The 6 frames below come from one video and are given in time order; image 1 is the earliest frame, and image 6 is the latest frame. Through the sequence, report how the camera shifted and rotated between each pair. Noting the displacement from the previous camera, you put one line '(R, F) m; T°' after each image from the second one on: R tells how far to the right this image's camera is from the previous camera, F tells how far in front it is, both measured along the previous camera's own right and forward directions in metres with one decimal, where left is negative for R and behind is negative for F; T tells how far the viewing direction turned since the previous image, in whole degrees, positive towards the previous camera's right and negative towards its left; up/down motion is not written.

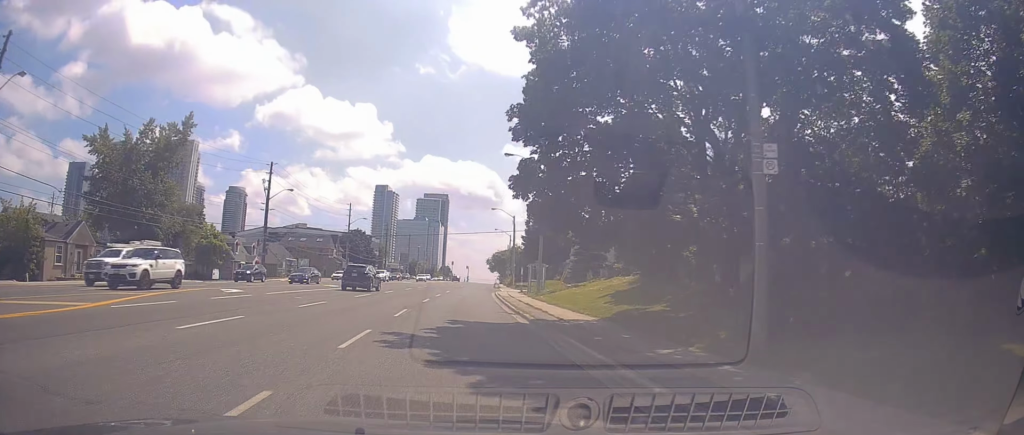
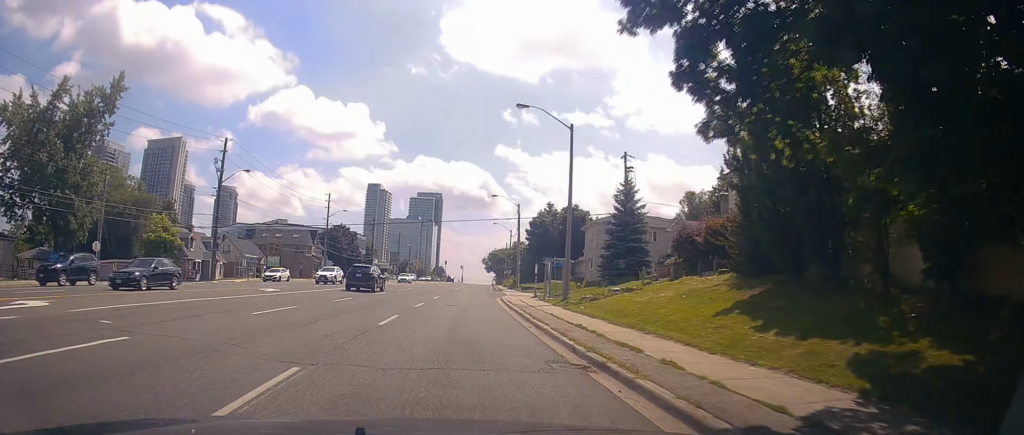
(-0.2, +13.2) m; 0°
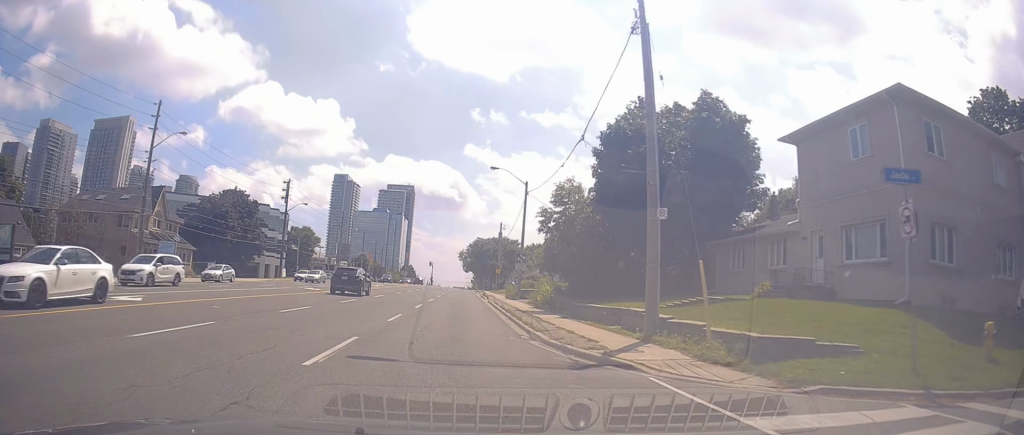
(+2.4, +52.4) m; +5°
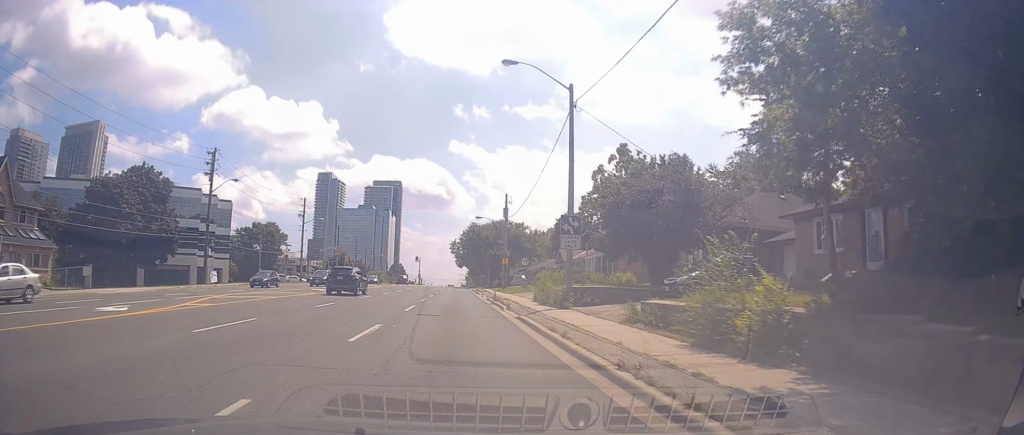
(-0.5, +24.1) m; 0°
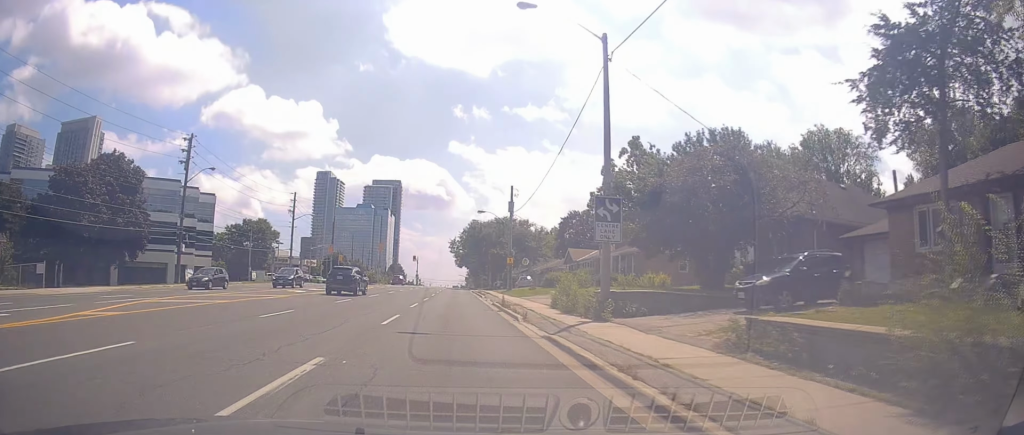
(+0.3, +6.0) m; -1°
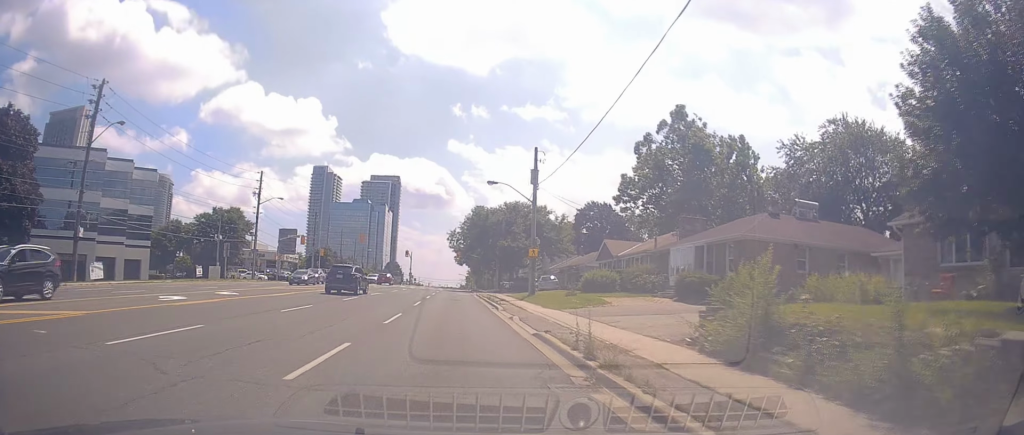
(-0.5, +16.3) m; 0°
